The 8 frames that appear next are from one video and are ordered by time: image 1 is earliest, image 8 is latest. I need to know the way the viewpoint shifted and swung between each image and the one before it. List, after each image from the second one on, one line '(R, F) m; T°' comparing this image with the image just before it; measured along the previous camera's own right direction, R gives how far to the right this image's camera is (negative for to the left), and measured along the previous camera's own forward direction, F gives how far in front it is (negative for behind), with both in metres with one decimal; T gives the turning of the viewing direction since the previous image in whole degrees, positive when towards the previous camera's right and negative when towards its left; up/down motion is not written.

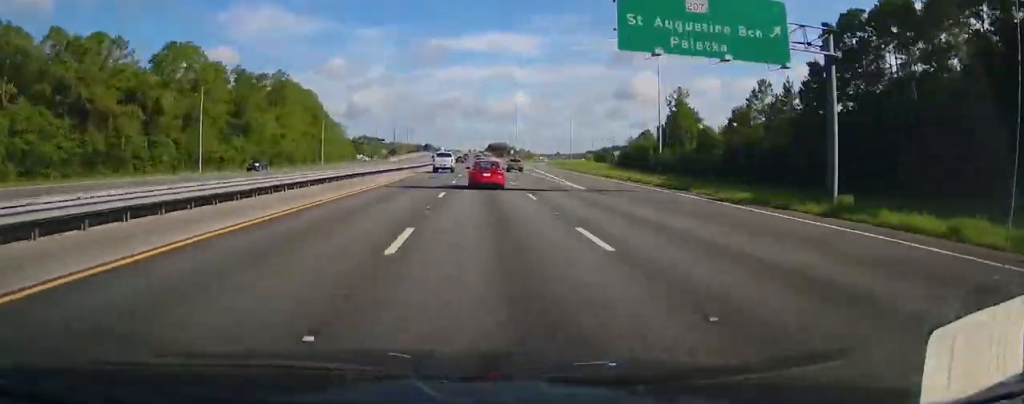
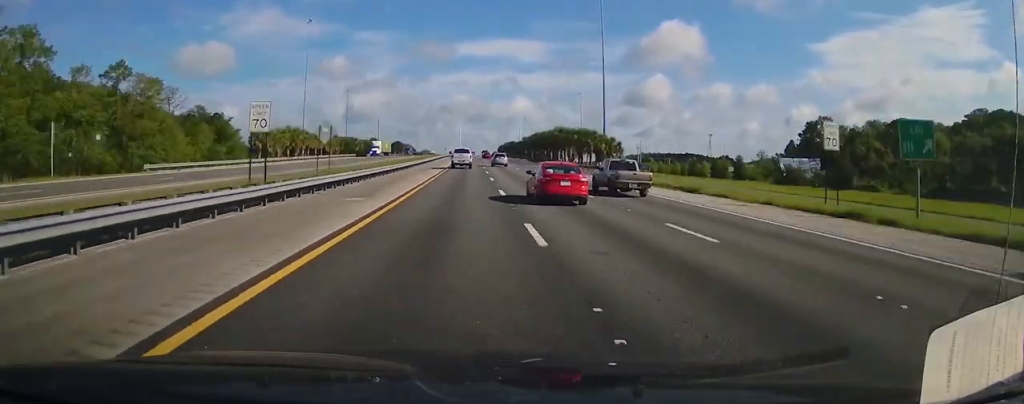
(-1.4, +168.6) m; -1°
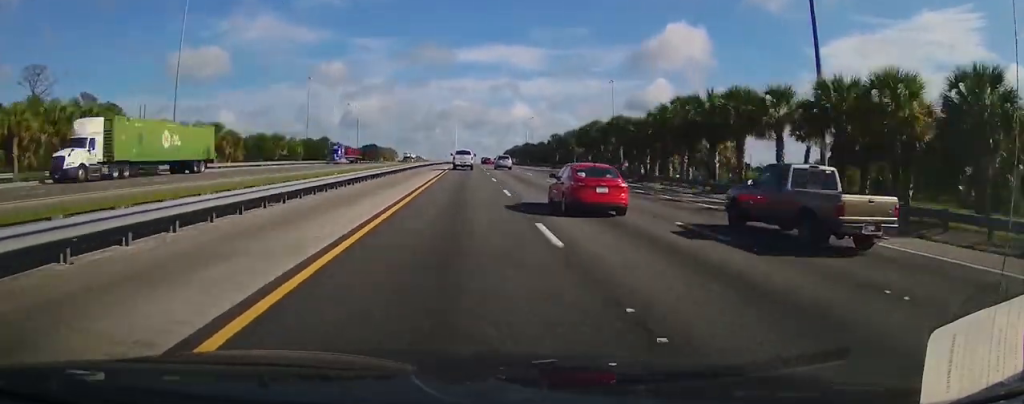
(-0.2, +60.3) m; 0°
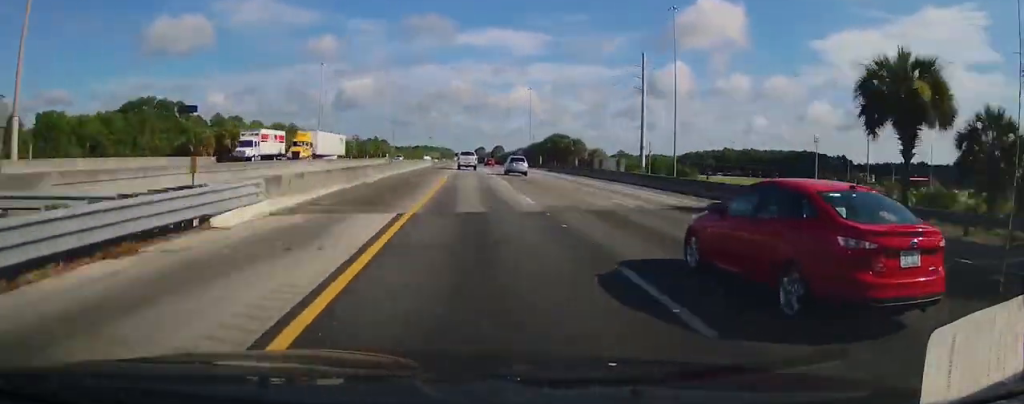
(+3.4, +238.9) m; +1°
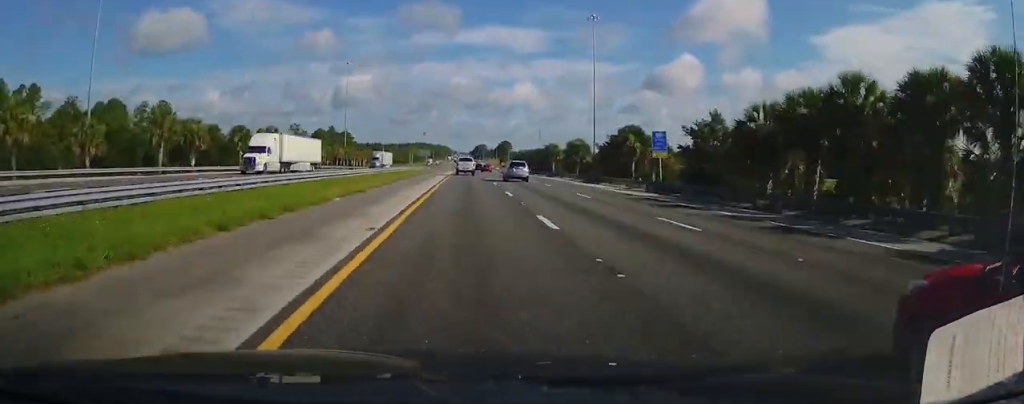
(-0.3, +118.3) m; 0°
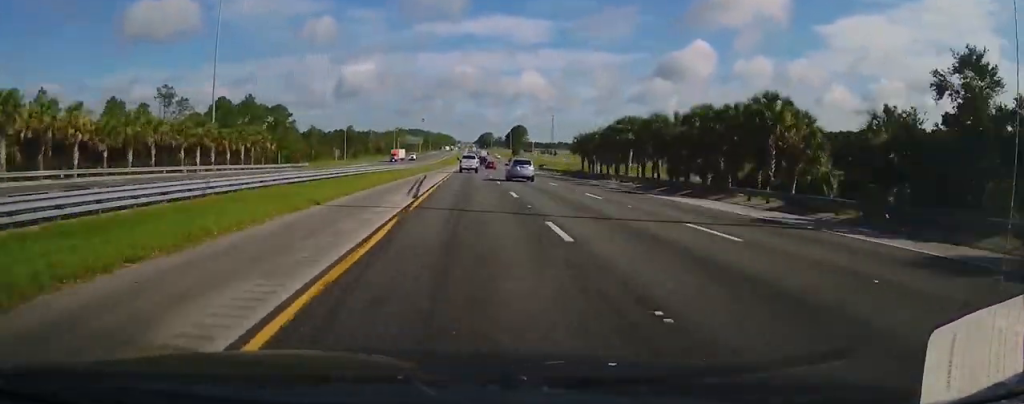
(-0.5, +99.7) m; 0°
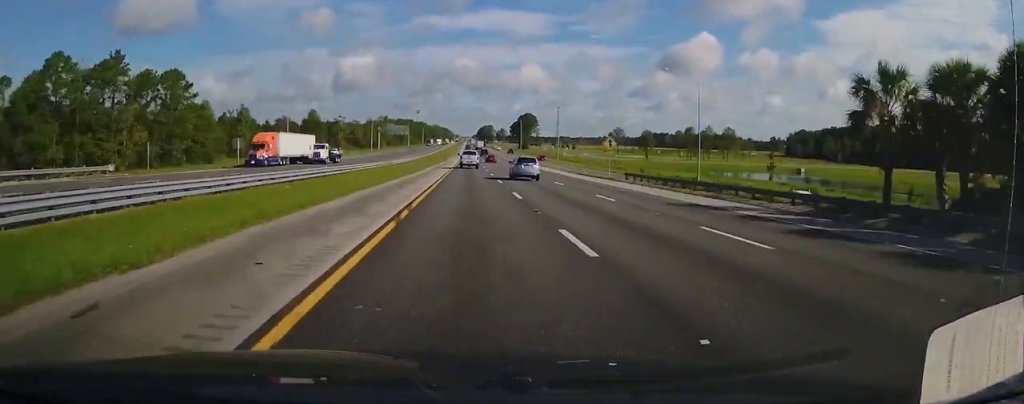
(-0.1, +63.2) m; 0°
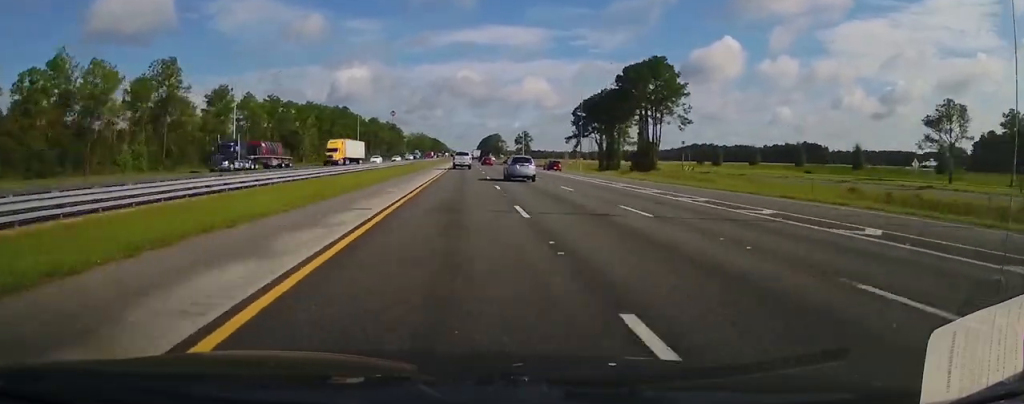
(+0.9, +227.8) m; 0°
